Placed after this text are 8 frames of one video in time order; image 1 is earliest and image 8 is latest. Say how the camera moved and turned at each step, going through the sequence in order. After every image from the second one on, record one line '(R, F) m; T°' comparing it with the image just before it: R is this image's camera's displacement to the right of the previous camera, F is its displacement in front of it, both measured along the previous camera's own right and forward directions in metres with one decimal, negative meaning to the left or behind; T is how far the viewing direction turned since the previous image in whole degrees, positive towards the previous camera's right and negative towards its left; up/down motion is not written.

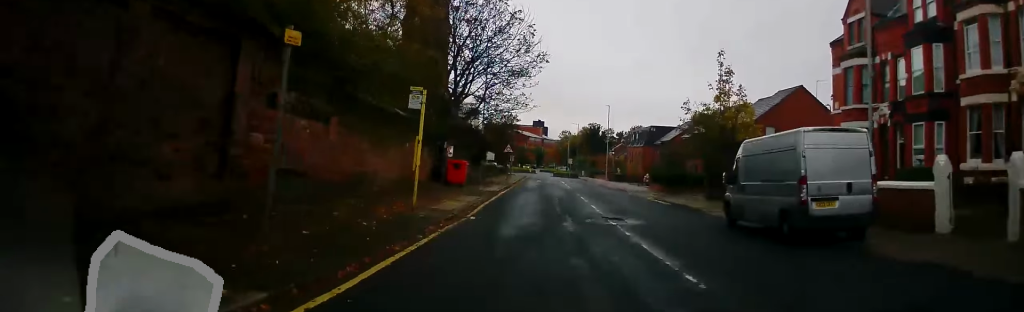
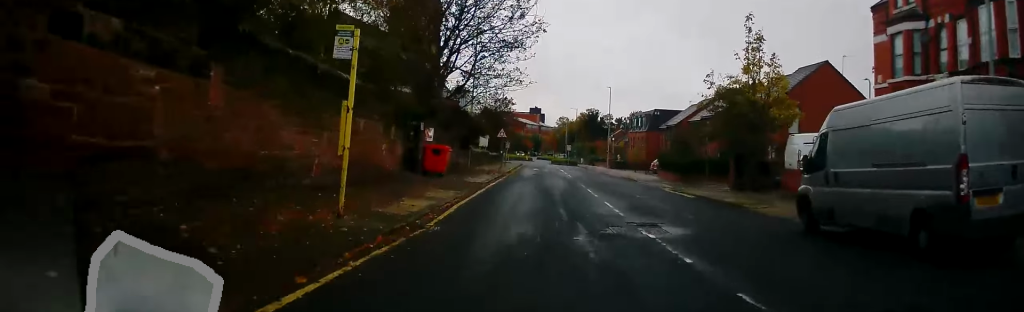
(-0.3, +5.4) m; 0°
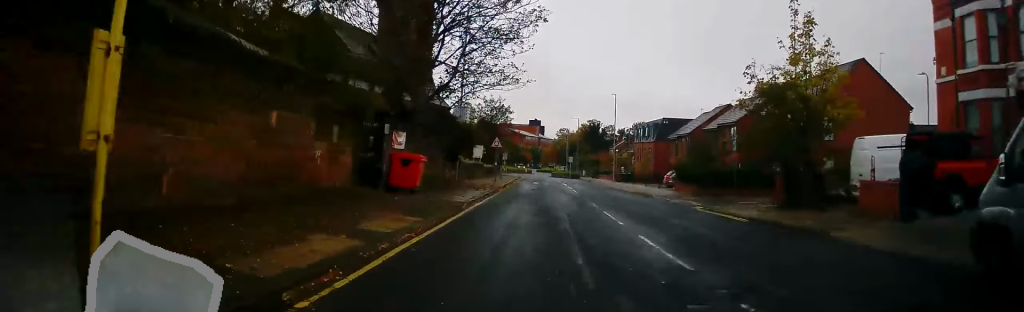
(+0.3, +5.7) m; +3°
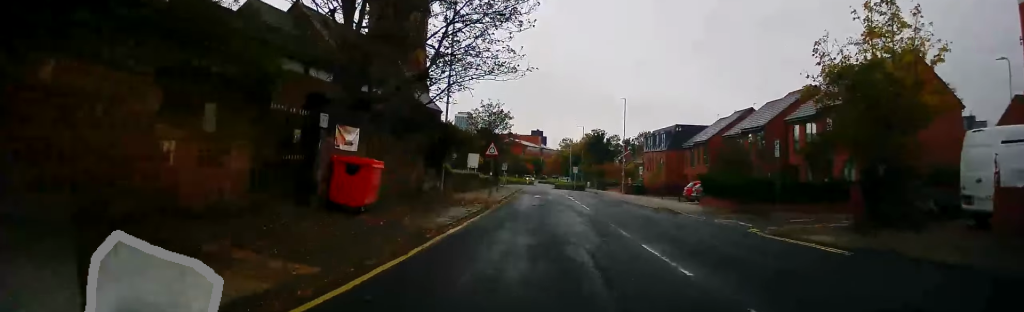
(+0.1, +5.9) m; +1°
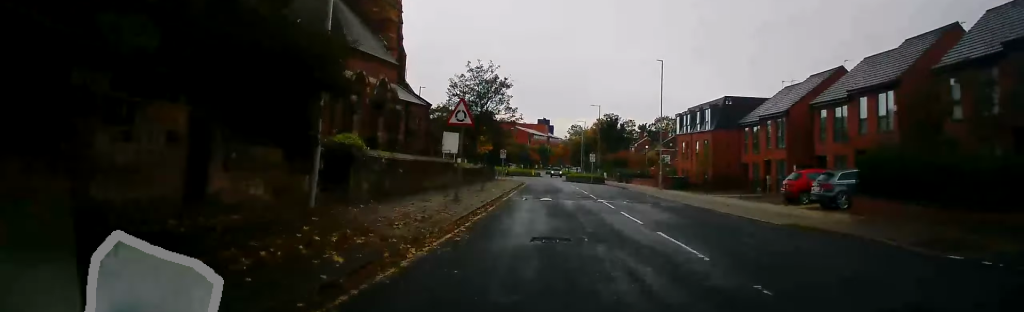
(+0.1, +16.7) m; 0°
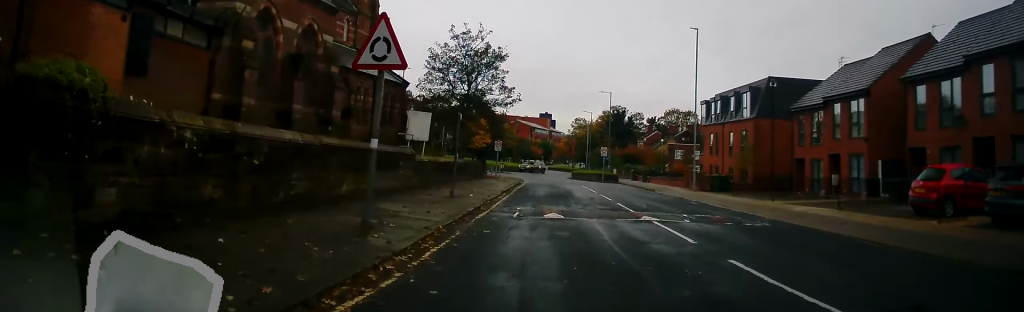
(-0.1, +10.3) m; -3°
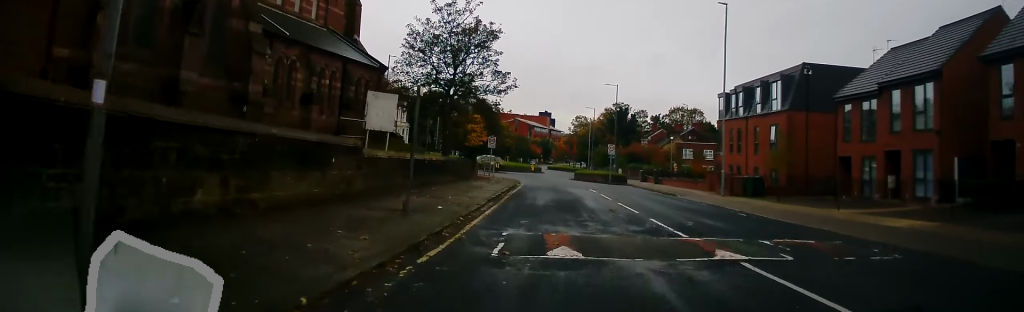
(-0.3, +6.4) m; 0°
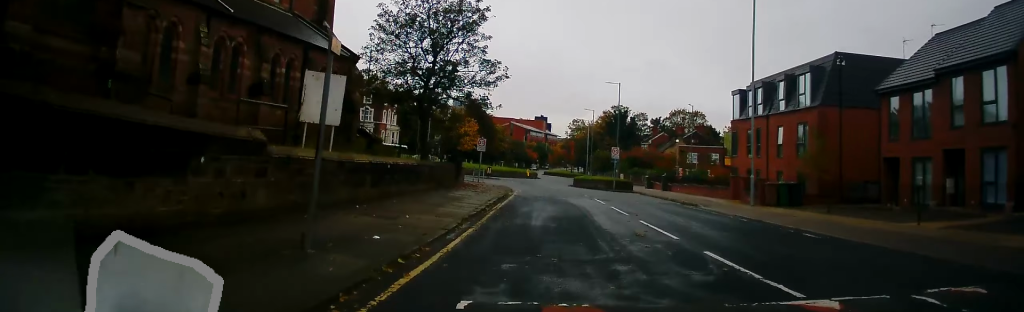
(+0.2, +5.2) m; +2°
